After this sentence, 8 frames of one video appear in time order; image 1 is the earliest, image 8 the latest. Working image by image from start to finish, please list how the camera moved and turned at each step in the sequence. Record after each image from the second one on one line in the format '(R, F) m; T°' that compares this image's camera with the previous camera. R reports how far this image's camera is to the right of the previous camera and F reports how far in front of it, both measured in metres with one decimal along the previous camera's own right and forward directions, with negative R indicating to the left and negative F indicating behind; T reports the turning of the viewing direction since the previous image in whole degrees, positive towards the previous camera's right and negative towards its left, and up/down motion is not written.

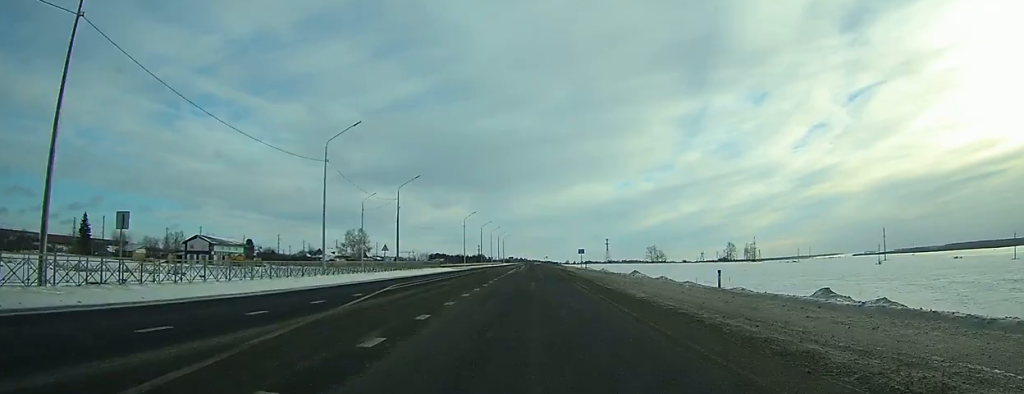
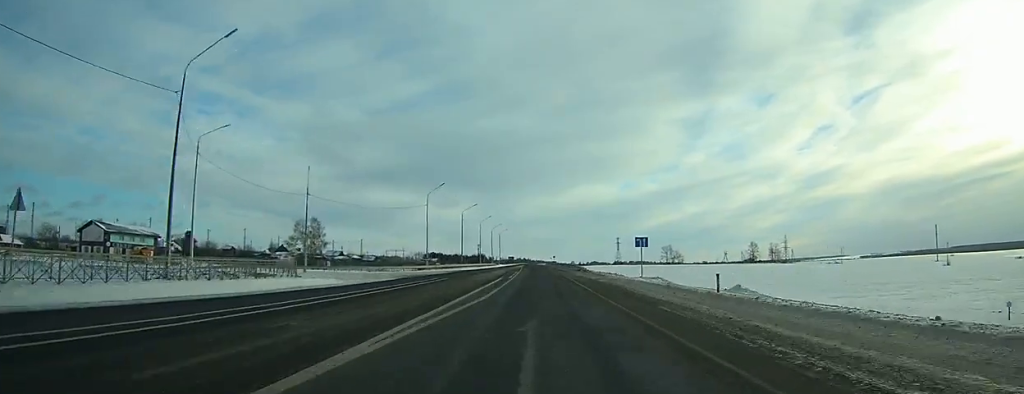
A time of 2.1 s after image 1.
(0.0, +51.4) m; 0°
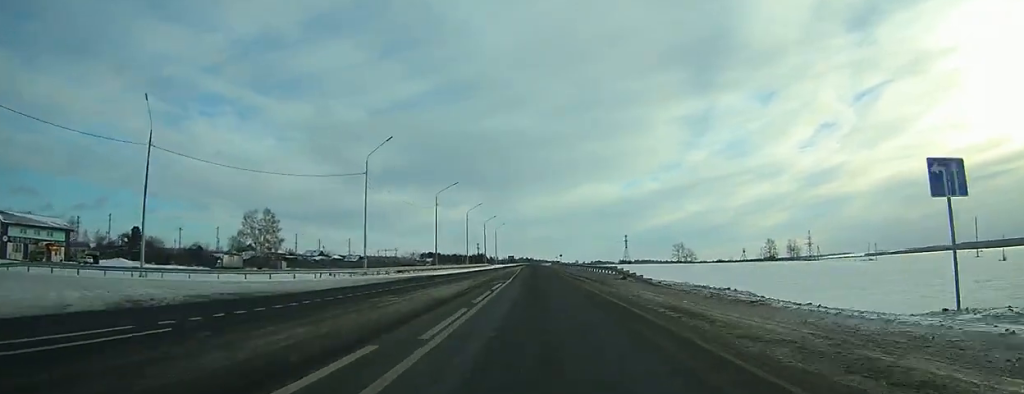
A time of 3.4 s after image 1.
(+0.1, +33.6) m; 0°
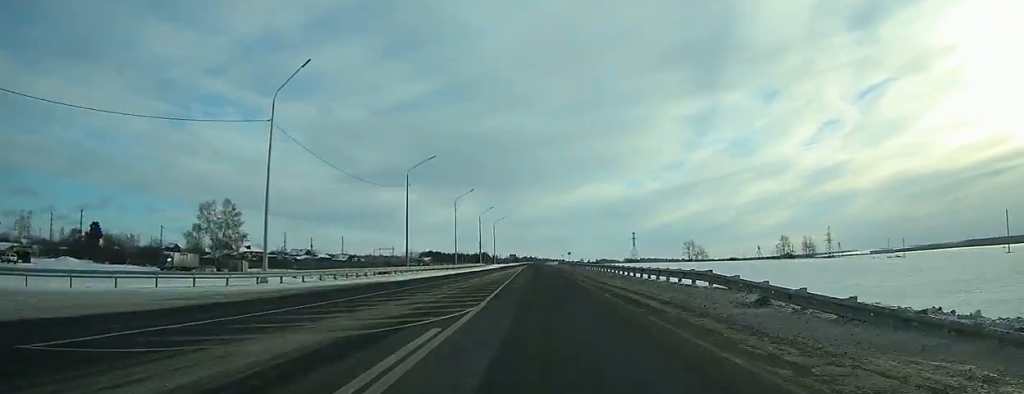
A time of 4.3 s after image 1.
(0.0, +21.7) m; 0°
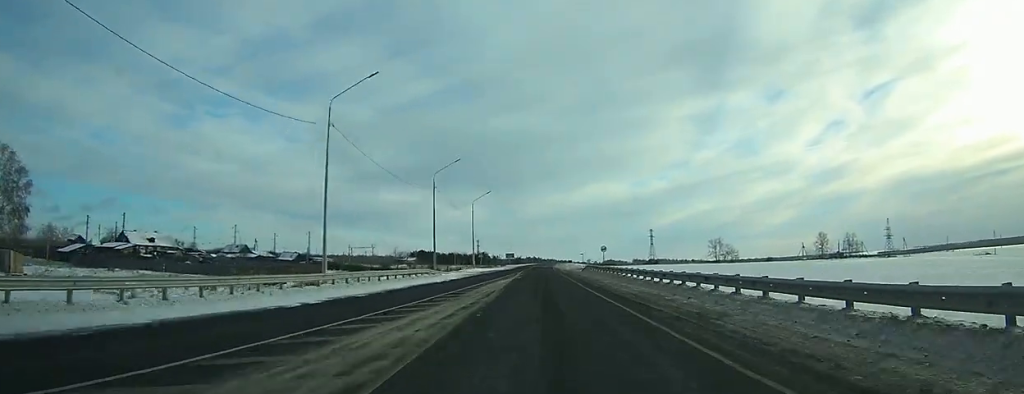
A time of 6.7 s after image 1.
(-0.1, +59.8) m; 0°
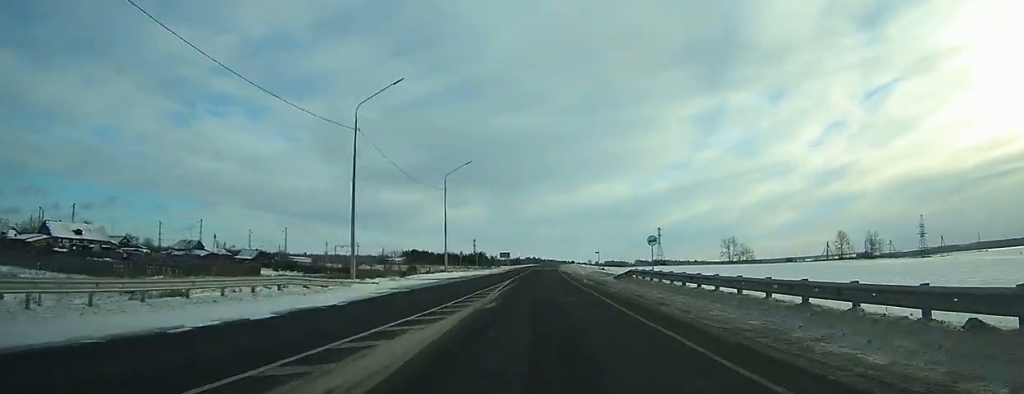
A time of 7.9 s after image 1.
(0.0, +27.5) m; 0°
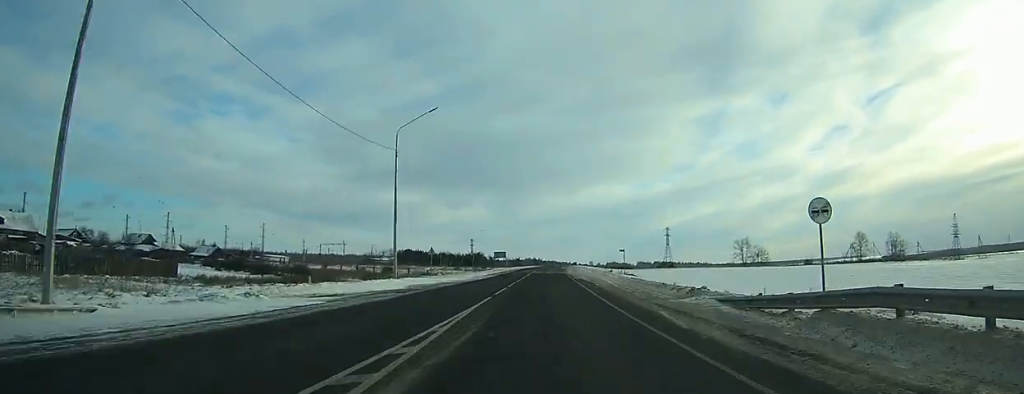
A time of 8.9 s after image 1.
(-0.2, +23.3) m; 0°
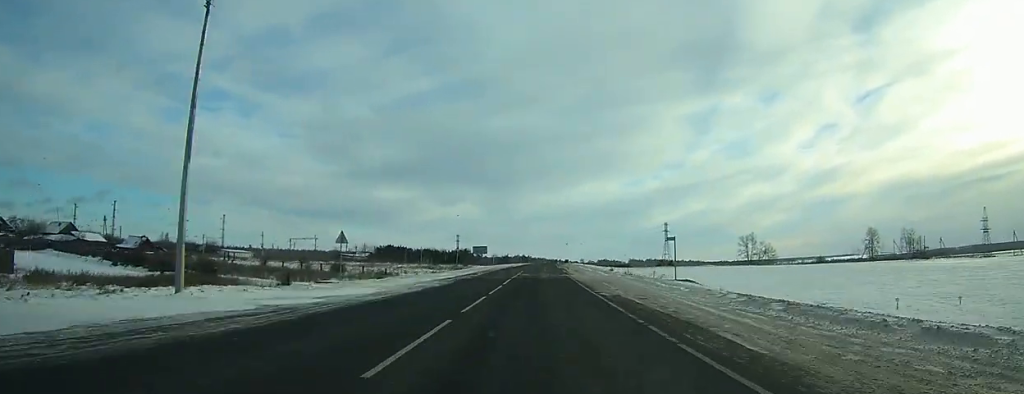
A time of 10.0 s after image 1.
(-0.2, +25.0) m; 0°
